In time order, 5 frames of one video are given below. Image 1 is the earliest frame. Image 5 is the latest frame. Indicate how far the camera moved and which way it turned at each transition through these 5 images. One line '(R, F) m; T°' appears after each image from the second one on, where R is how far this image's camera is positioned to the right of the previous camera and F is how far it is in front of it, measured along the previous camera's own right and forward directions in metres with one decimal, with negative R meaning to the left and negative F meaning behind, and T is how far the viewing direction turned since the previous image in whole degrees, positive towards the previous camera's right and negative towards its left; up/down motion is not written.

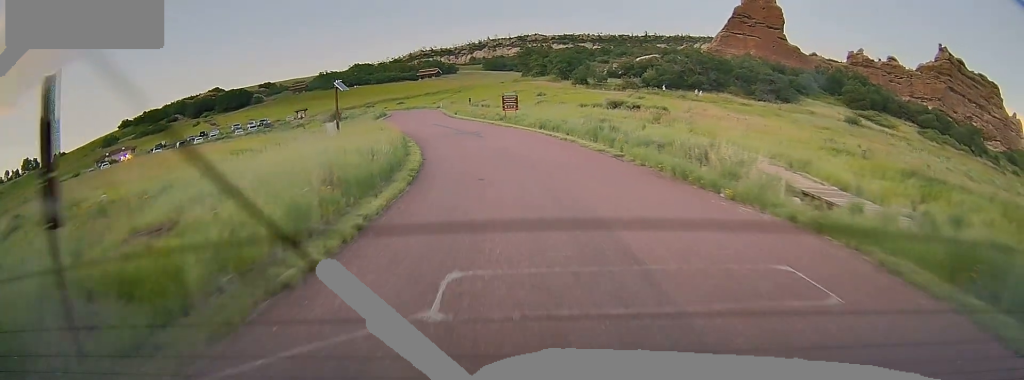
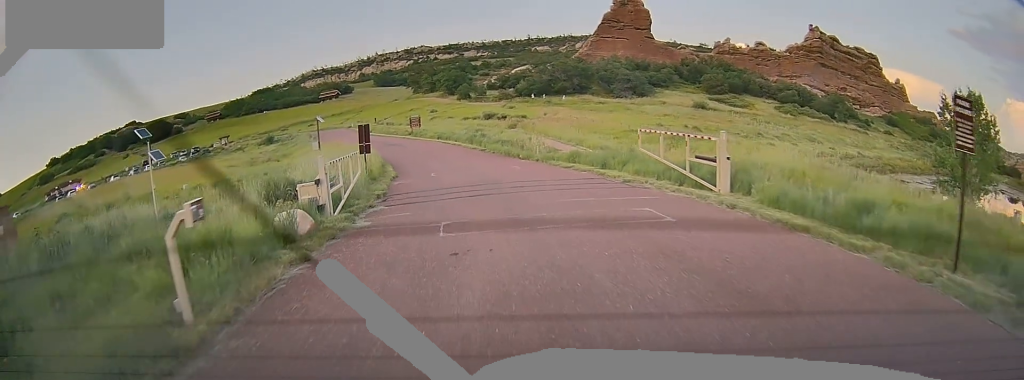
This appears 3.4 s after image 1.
(+1.7, +19.9) m; +12°
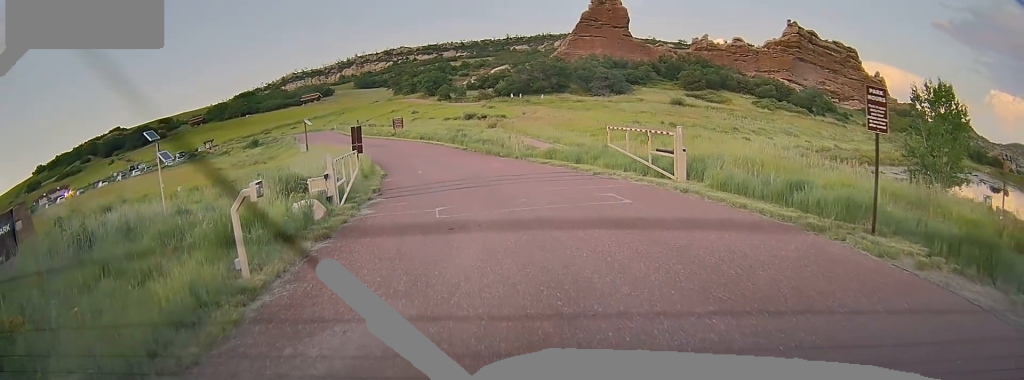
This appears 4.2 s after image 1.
(+0.1, +2.3) m; +6°
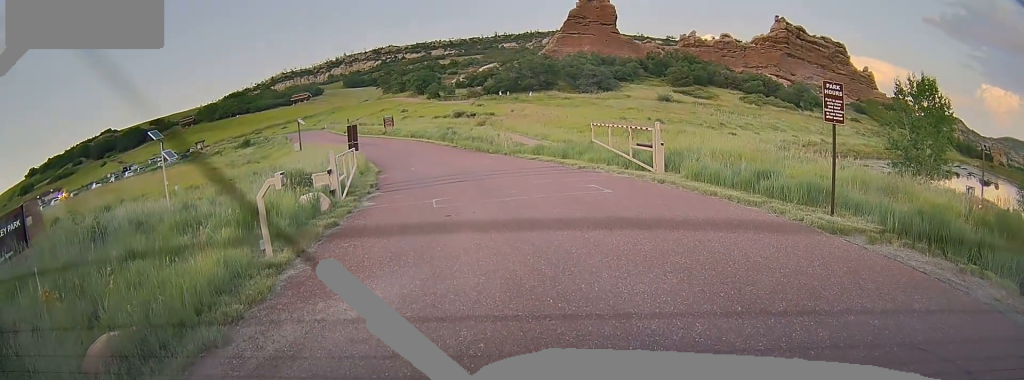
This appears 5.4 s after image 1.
(+0.2, +1.9) m; +4°
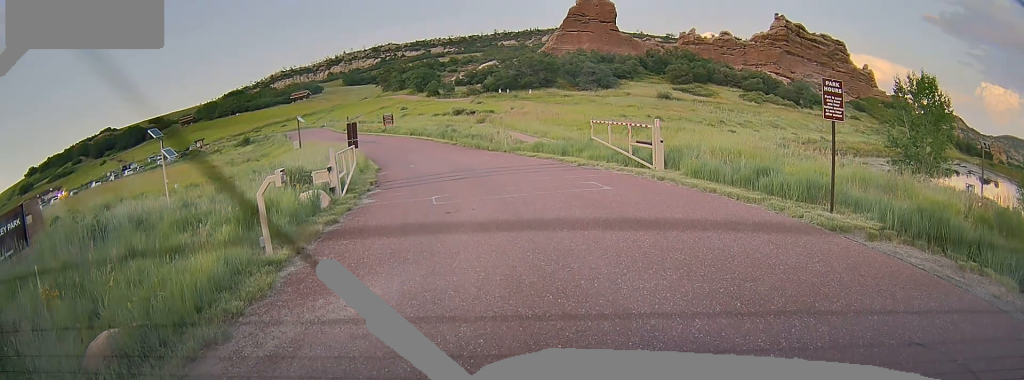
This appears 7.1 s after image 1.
(+0.1, +0.4) m; 0°
